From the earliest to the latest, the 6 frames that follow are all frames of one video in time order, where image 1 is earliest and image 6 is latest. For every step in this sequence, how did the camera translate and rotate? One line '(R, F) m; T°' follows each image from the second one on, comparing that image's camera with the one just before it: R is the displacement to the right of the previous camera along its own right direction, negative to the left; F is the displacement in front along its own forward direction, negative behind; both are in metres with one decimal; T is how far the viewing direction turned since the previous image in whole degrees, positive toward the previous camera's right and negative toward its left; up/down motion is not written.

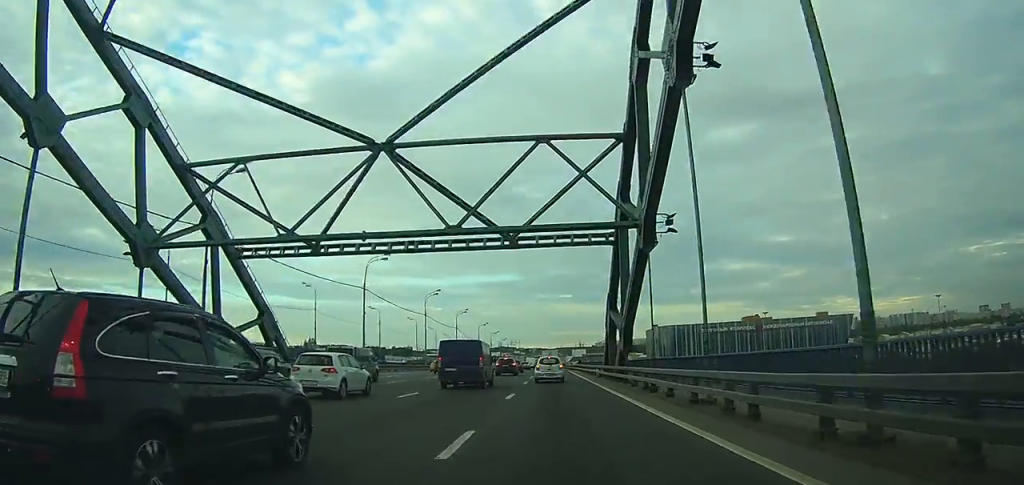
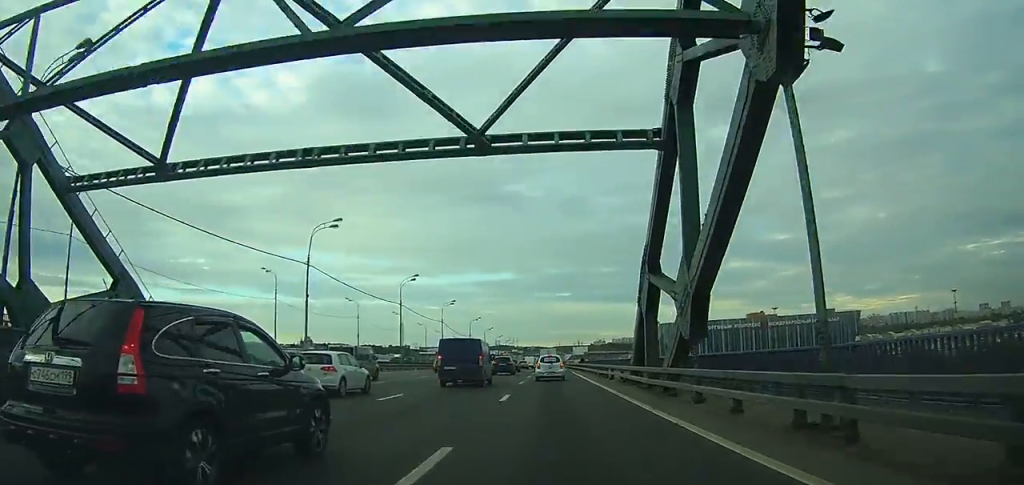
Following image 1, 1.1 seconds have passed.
(+0.1, +13.2) m; 0°
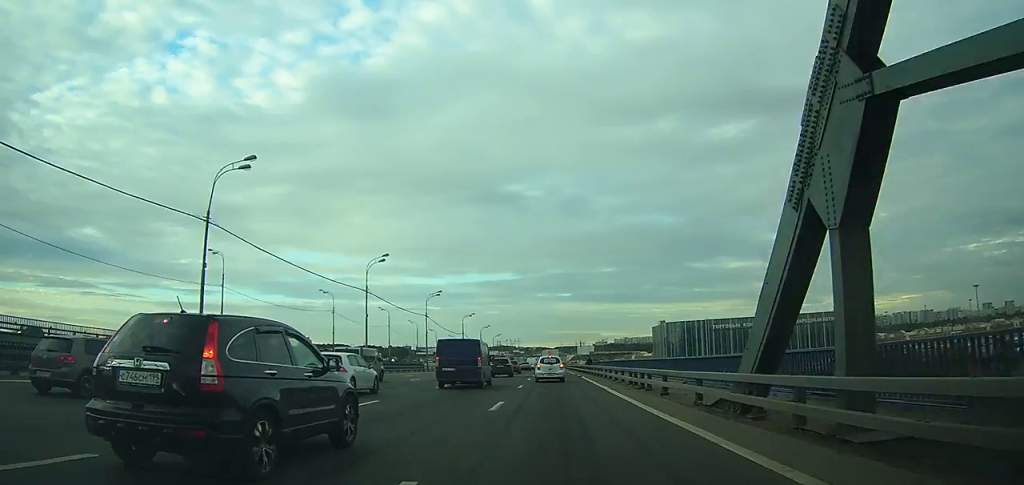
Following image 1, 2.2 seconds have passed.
(0.0, +14.2) m; 0°
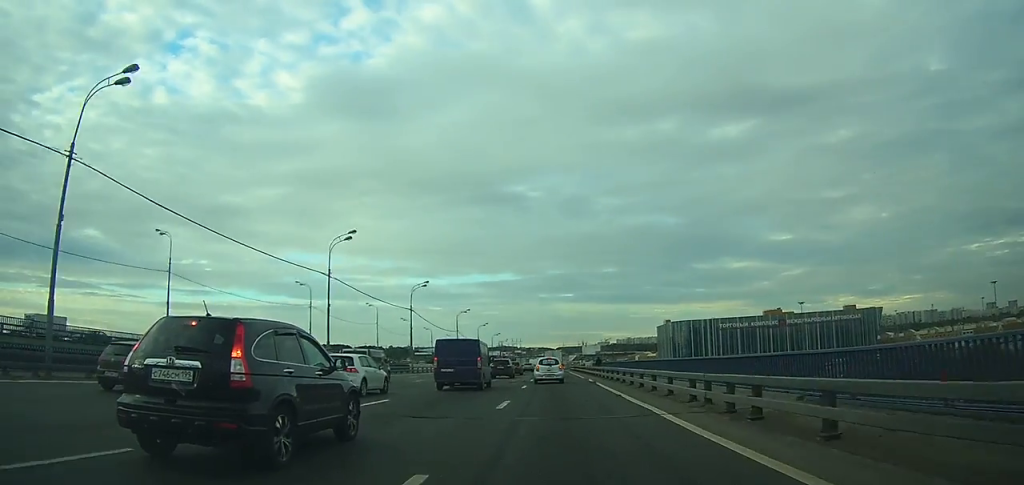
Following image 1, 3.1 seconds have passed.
(0.0, +11.7) m; 0°
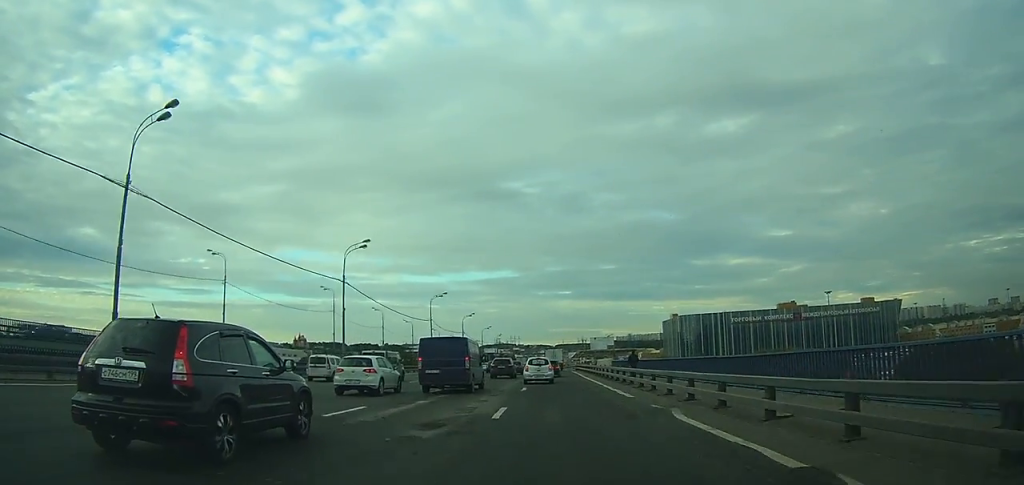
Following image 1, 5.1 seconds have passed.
(-0.2, +27.8) m; 0°
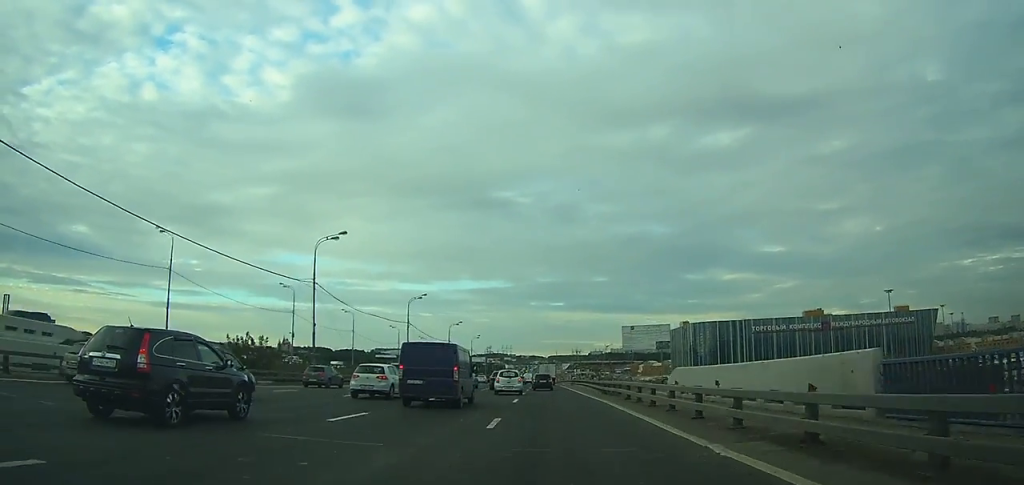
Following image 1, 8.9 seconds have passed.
(+1.0, +49.1) m; +2°
